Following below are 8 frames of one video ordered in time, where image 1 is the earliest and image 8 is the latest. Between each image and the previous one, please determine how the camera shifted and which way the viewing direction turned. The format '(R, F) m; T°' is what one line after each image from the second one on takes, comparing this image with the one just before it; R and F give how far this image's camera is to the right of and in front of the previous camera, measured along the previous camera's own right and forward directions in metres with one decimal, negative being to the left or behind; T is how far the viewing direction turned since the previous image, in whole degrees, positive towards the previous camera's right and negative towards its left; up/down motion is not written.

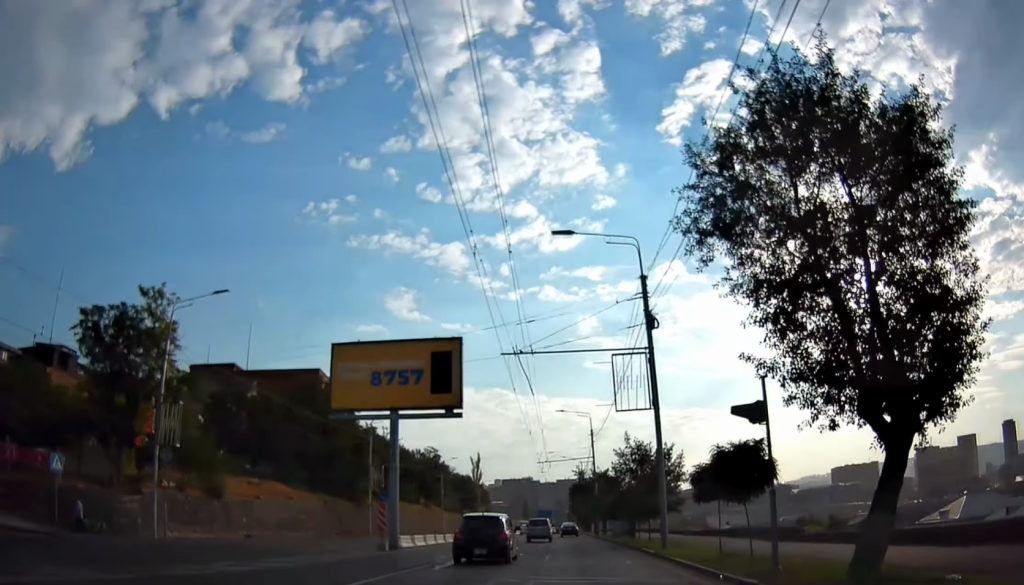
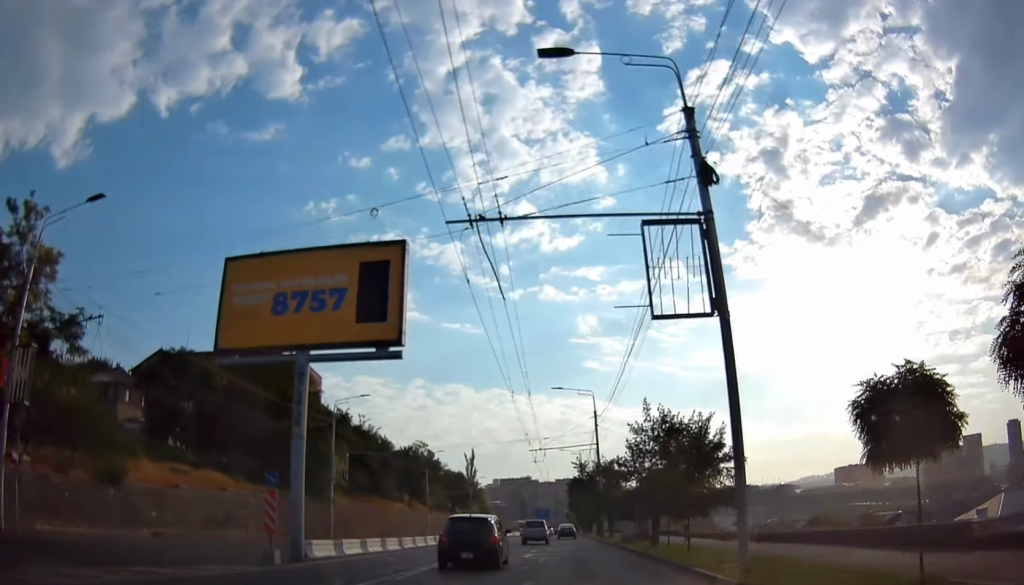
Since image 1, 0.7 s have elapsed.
(+0.3, +11.0) m; 0°
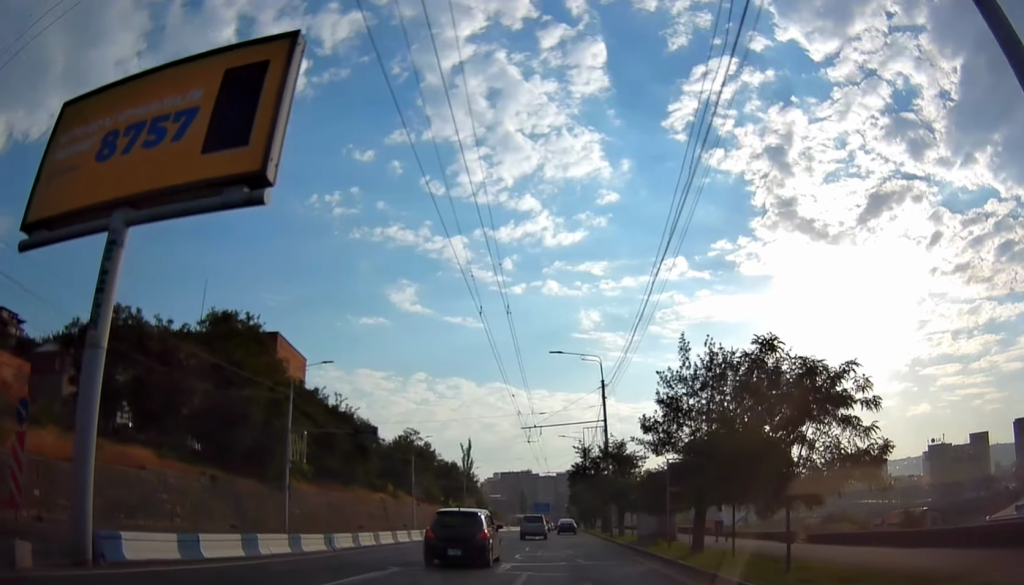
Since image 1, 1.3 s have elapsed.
(-0.3, +9.7) m; 0°
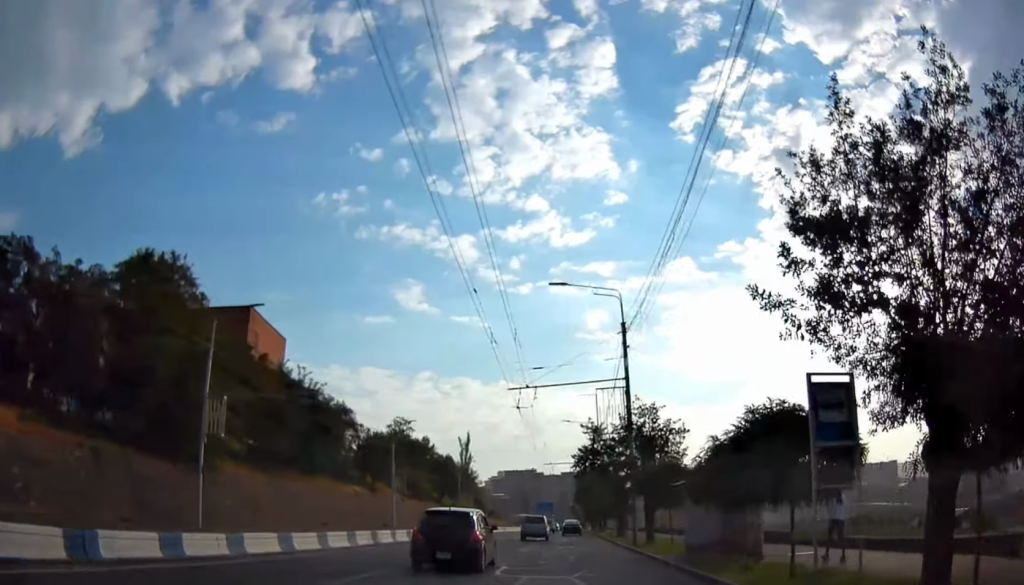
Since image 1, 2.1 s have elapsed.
(+0.1, +12.9) m; 0°
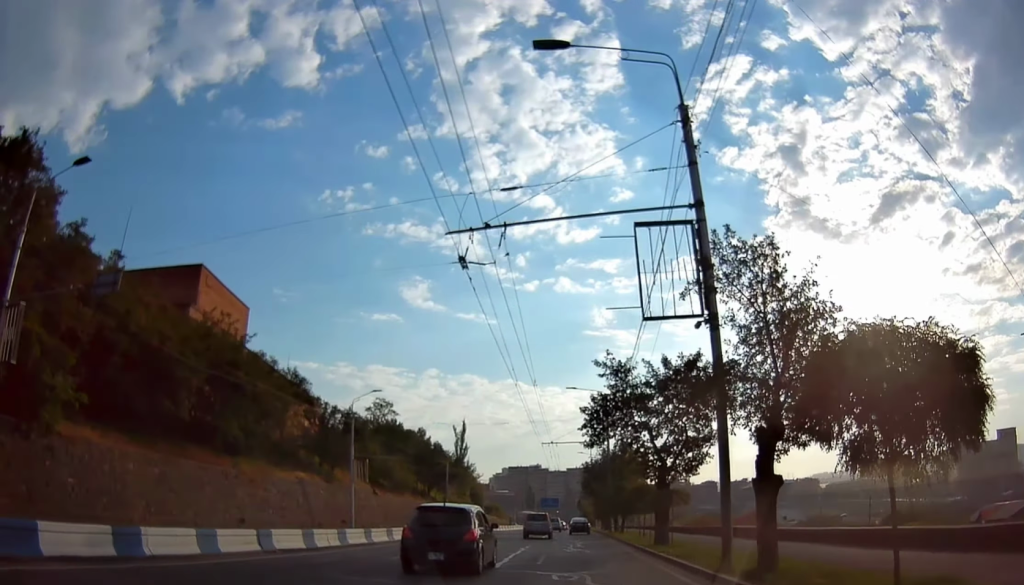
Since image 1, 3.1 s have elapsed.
(0.0, +16.9) m; -1°
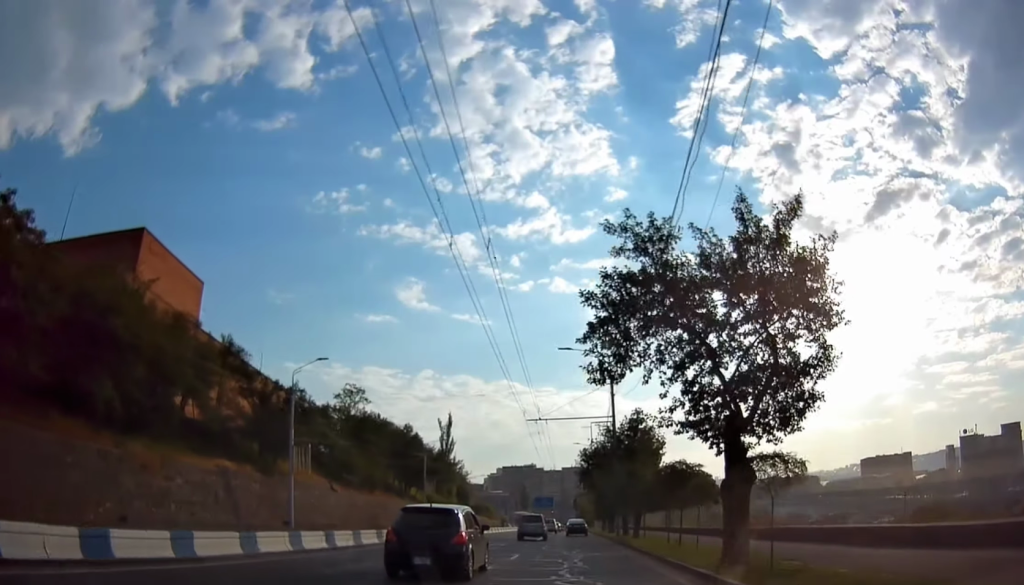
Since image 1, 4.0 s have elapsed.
(-0.2, +13.1) m; 0°
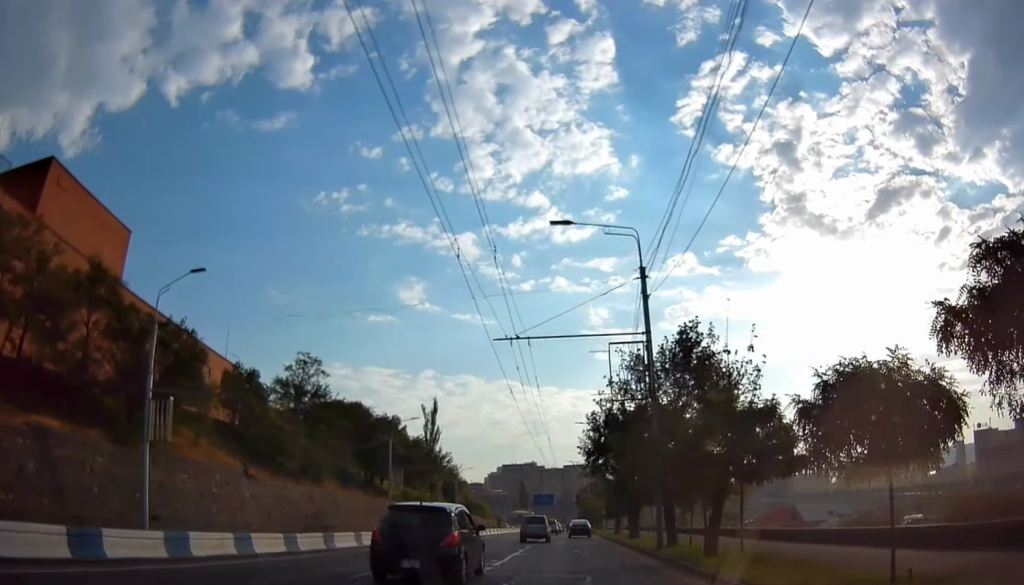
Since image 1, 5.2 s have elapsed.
(+0.5, +18.9) m; +2°
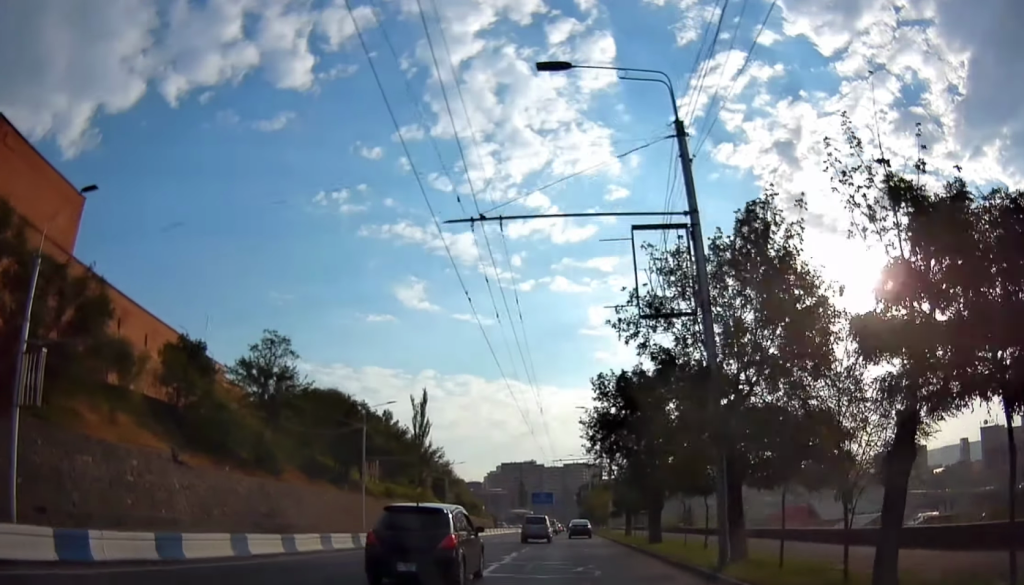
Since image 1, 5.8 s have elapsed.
(+0.1, +9.7) m; 0°
